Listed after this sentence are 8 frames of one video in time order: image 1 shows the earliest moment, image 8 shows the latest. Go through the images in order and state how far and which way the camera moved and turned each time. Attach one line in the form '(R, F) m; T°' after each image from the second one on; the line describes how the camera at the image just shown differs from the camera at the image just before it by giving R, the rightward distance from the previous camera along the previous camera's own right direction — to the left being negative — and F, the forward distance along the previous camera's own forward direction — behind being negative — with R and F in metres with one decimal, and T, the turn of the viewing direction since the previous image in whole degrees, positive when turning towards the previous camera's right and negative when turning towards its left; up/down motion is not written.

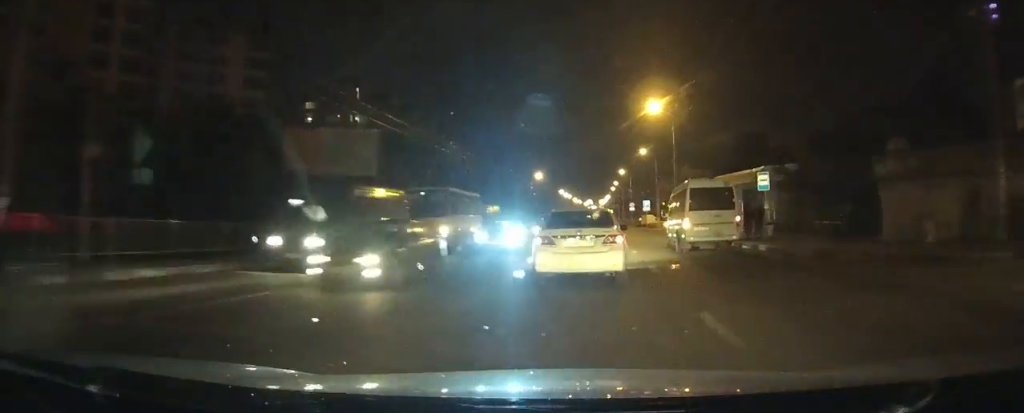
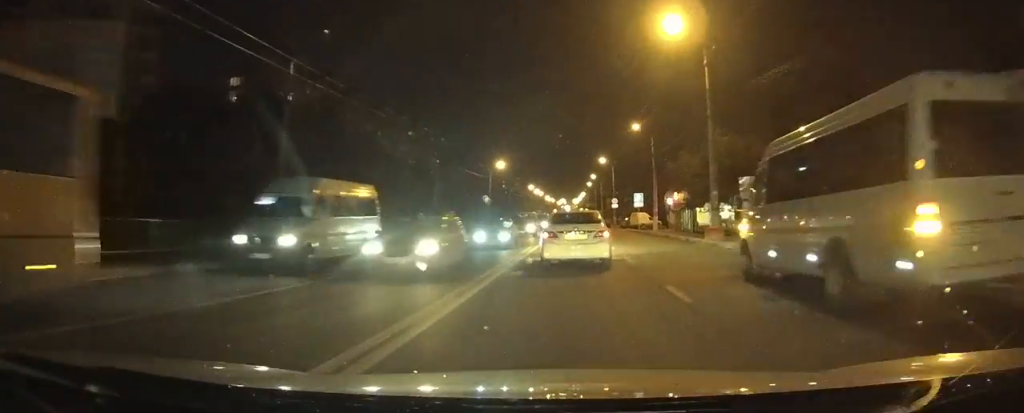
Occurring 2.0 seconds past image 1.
(+0.7, +21.8) m; +2°
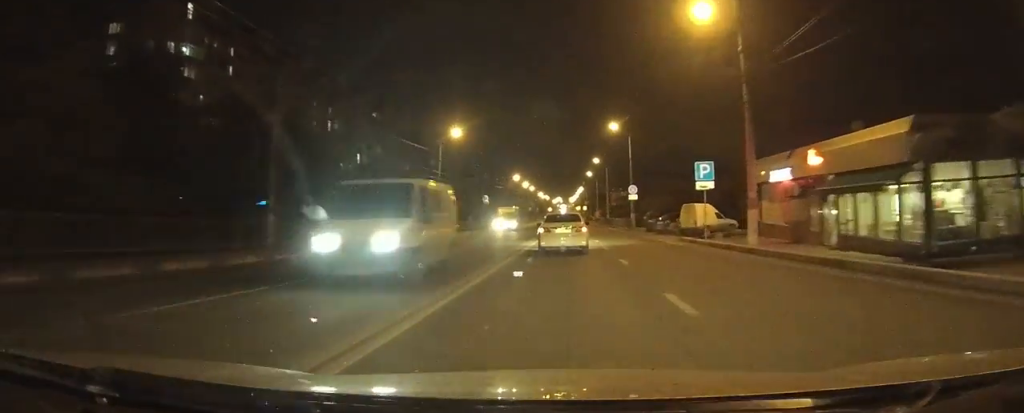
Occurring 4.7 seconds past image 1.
(+0.5, +34.3) m; +1°
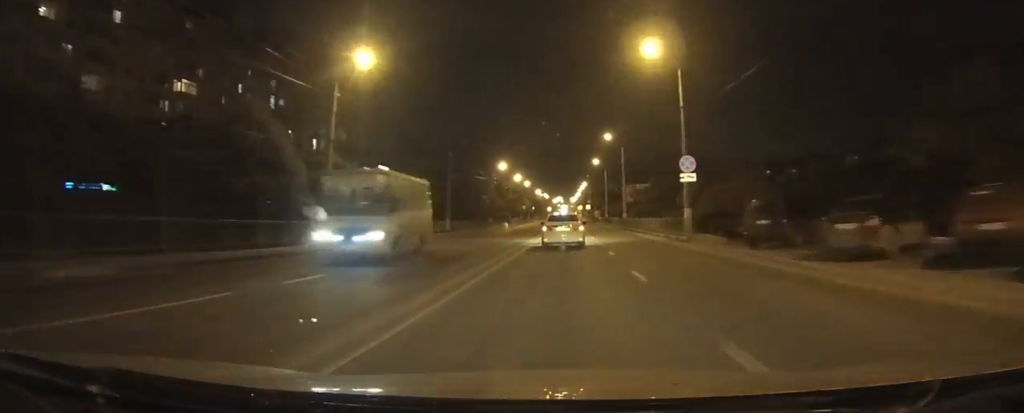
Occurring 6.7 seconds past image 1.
(+0.1, +28.4) m; 0°
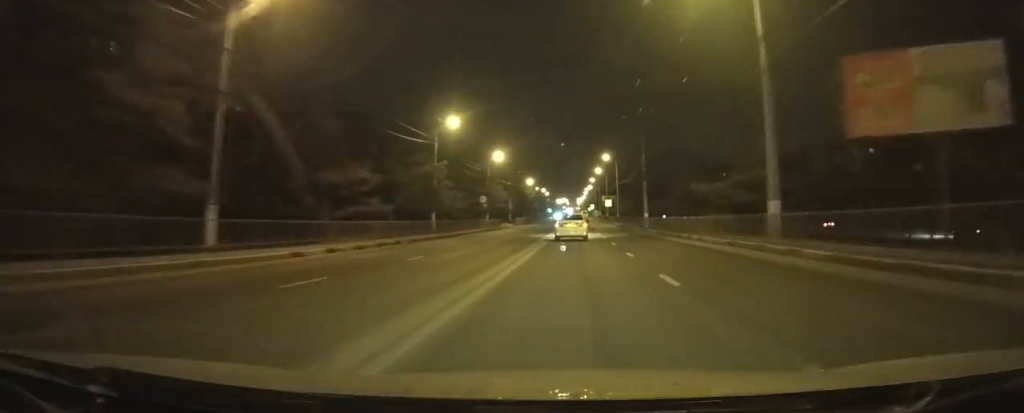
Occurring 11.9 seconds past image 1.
(-0.5, +83.3) m; 0°
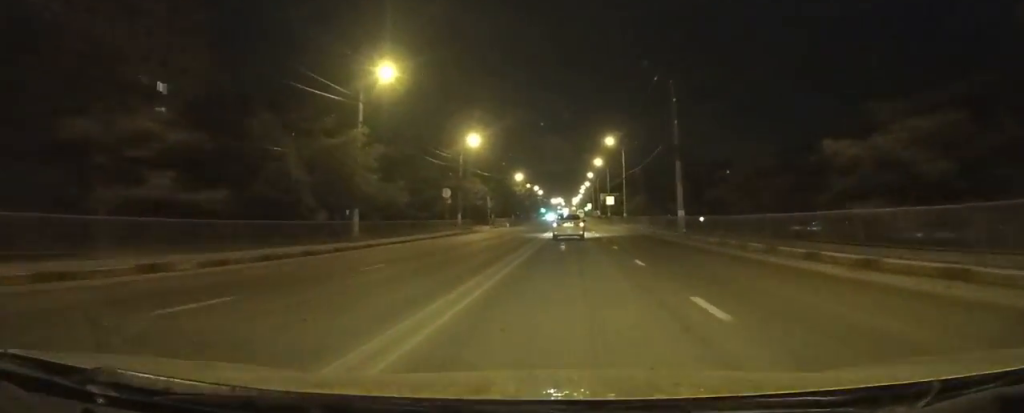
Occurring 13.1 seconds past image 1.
(0.0, +20.2) m; 0°
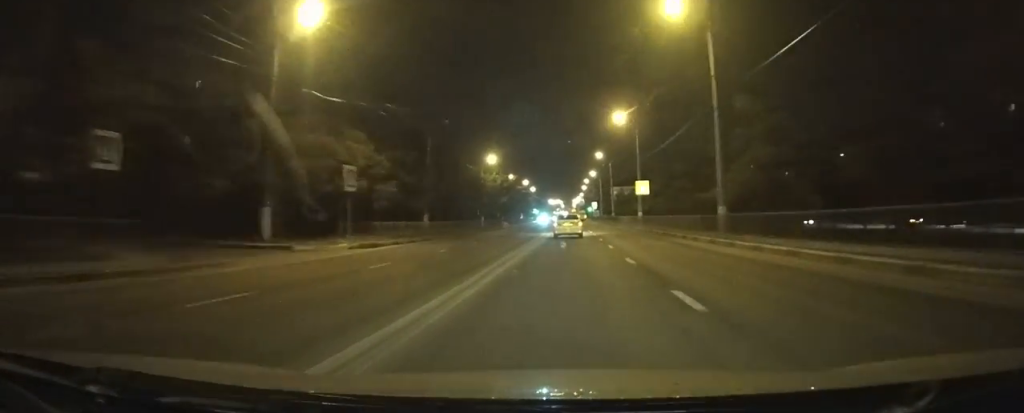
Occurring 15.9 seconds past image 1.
(+0.1, +47.9) m; 0°
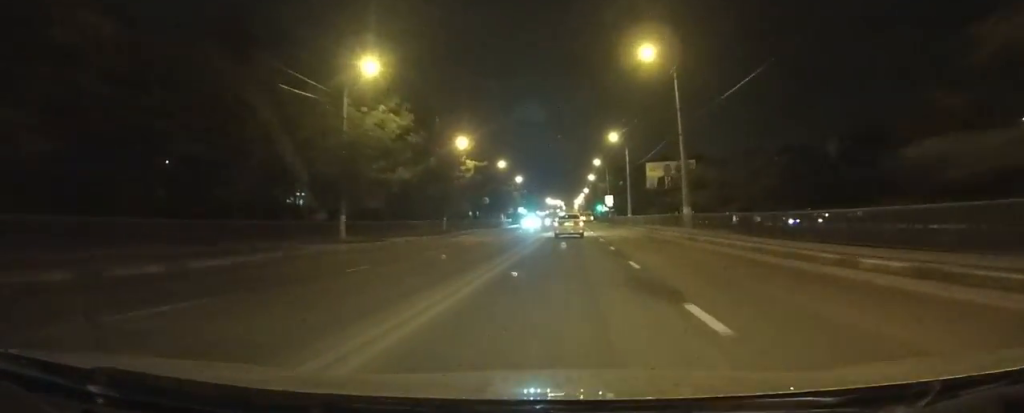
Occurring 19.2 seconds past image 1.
(-0.1, +56.8) m; 0°
